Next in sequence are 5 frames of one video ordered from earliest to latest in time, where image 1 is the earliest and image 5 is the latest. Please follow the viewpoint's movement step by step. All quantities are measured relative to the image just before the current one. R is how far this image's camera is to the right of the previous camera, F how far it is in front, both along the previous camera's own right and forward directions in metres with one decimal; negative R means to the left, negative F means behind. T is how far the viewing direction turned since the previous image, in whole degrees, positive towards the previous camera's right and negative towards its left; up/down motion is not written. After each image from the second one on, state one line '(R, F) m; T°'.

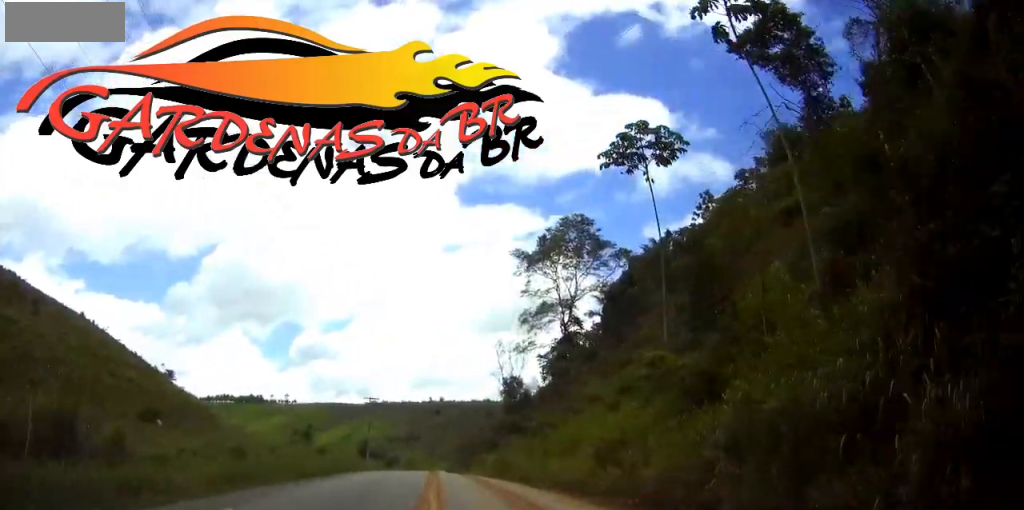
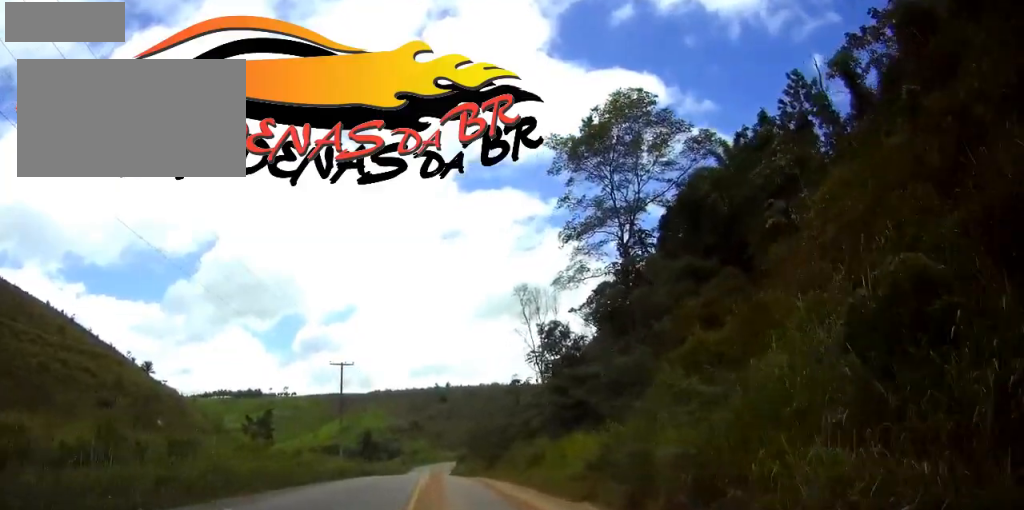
(+0.2, +26.1) m; 0°
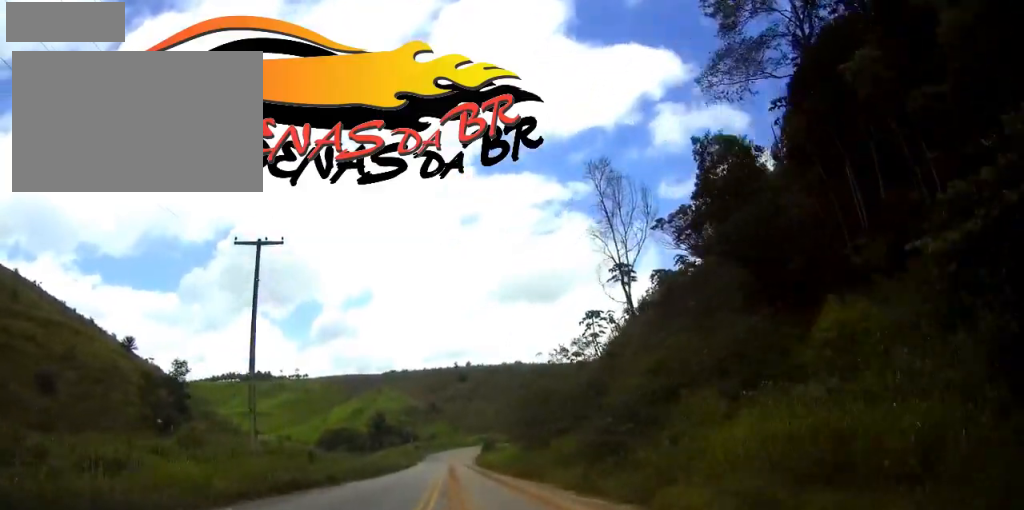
(0.0, +28.7) m; 0°
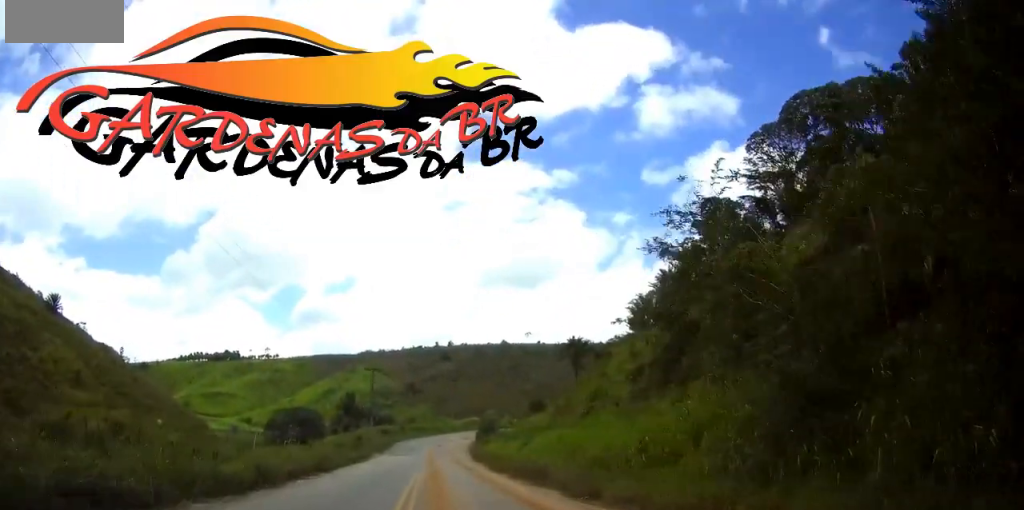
(-0.1, +38.6) m; 0°
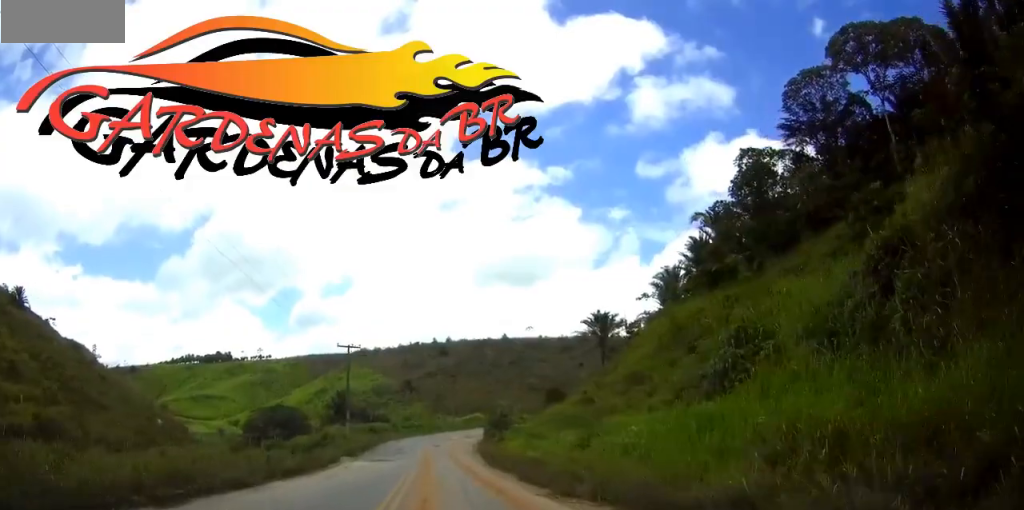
(+0.1, +17.6) m; 0°
